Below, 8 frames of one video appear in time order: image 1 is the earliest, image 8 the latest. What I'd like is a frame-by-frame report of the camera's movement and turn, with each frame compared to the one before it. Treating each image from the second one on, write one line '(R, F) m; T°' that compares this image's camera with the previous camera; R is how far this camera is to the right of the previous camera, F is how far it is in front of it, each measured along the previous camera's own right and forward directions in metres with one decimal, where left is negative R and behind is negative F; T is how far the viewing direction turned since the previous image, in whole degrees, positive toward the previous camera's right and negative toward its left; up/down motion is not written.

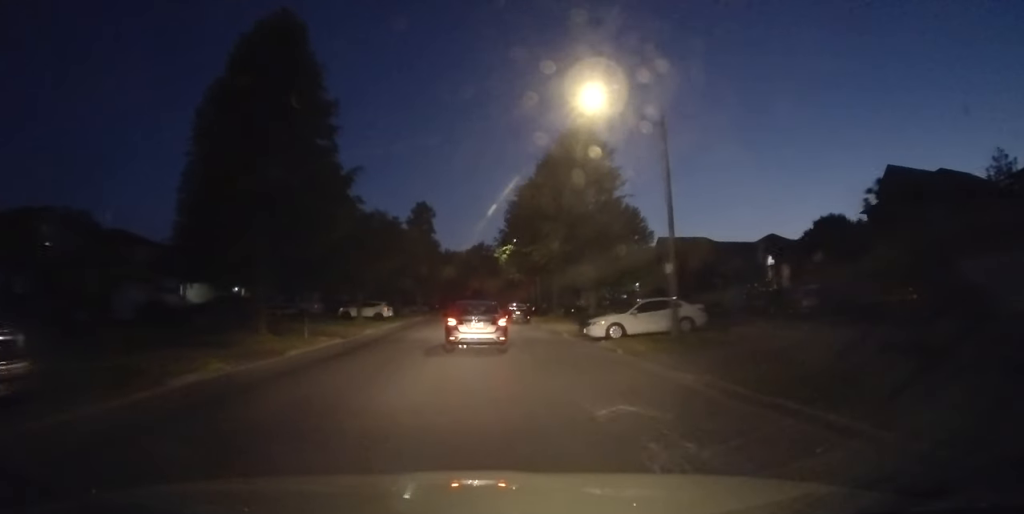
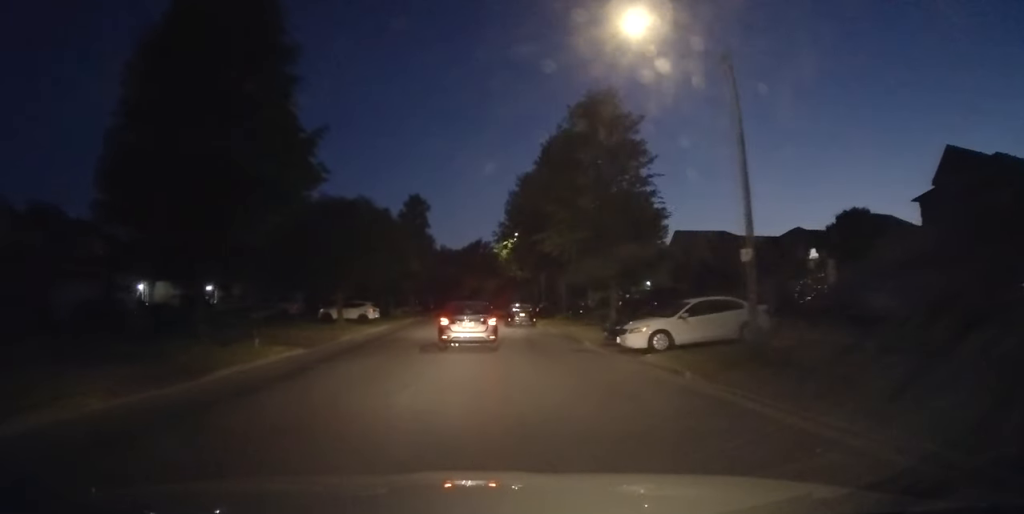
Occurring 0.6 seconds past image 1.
(0.0, +5.6) m; +1°
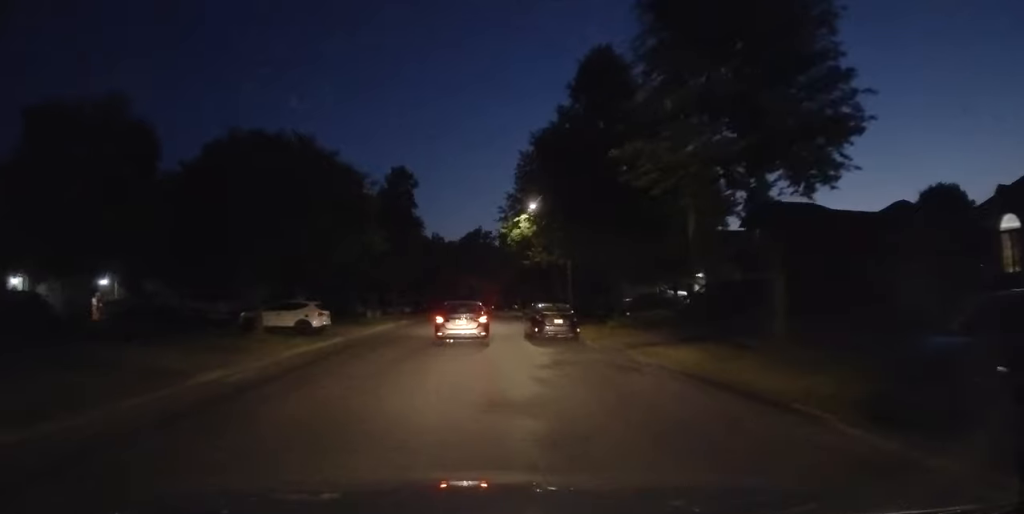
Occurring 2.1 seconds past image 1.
(+0.3, +15.5) m; +2°
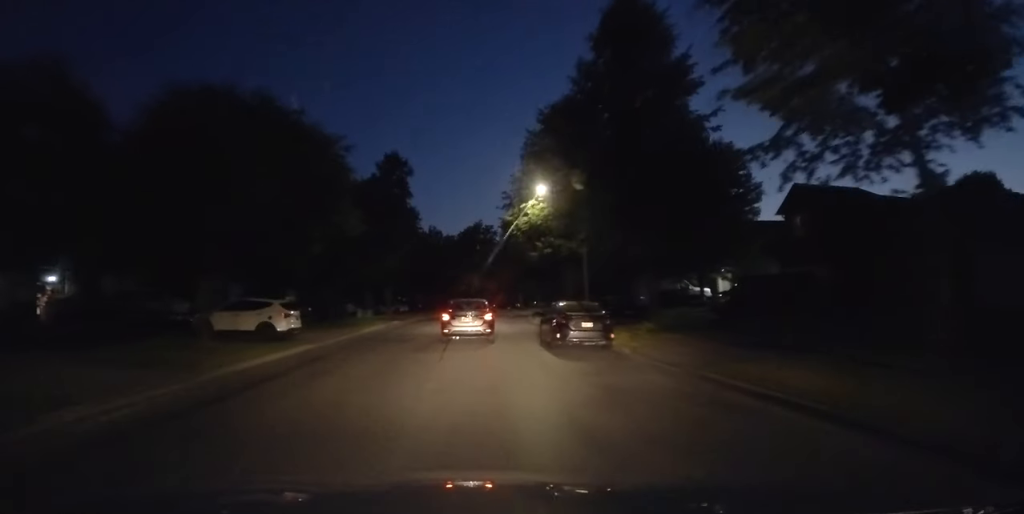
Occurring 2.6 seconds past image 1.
(0.0, +5.2) m; +1°
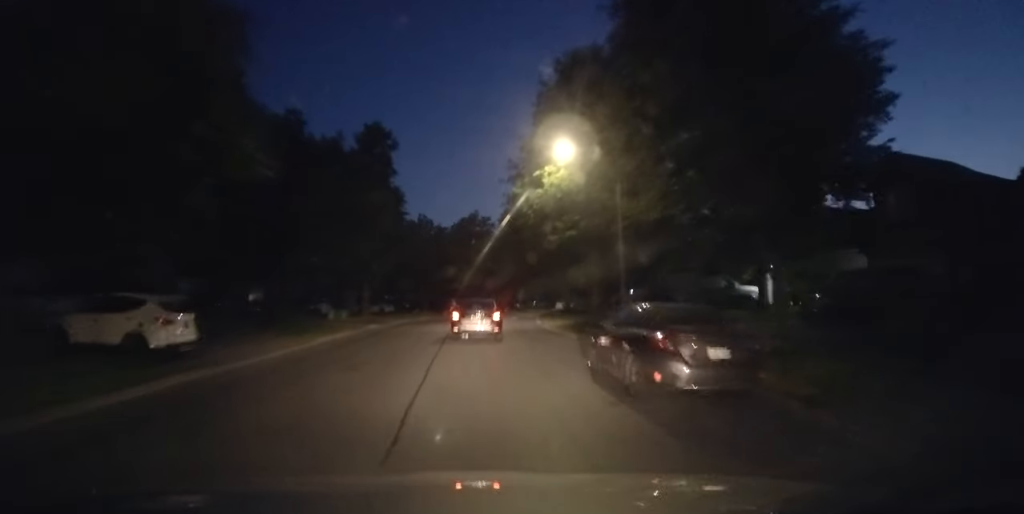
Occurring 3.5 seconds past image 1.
(+0.1, +9.2) m; +2°
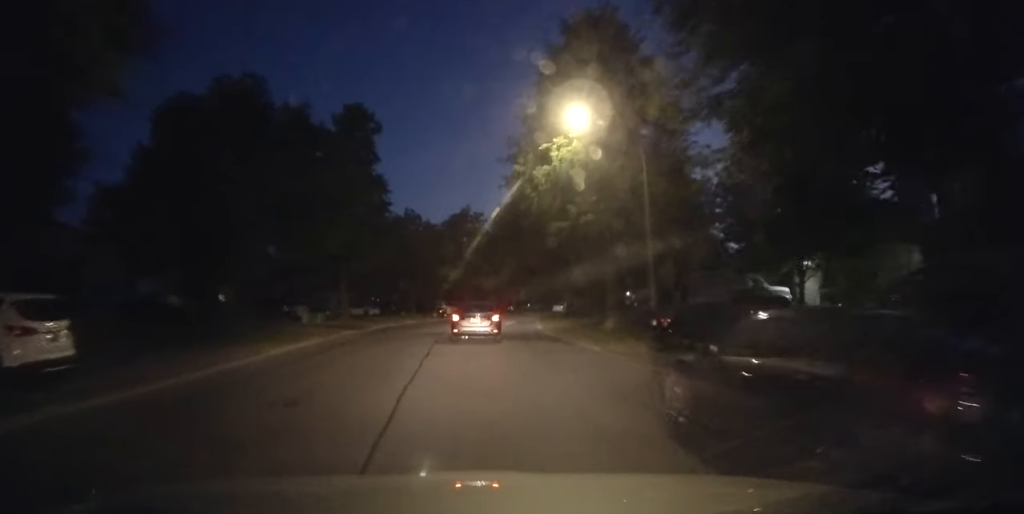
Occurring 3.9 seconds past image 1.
(+0.1, +4.7) m; +1°
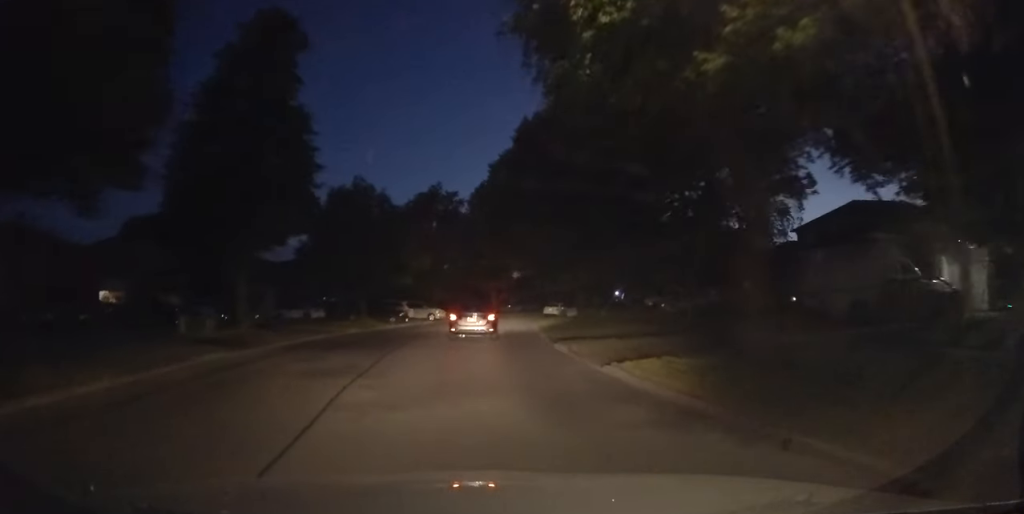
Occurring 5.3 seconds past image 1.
(+0.1, +14.2) m; 0°
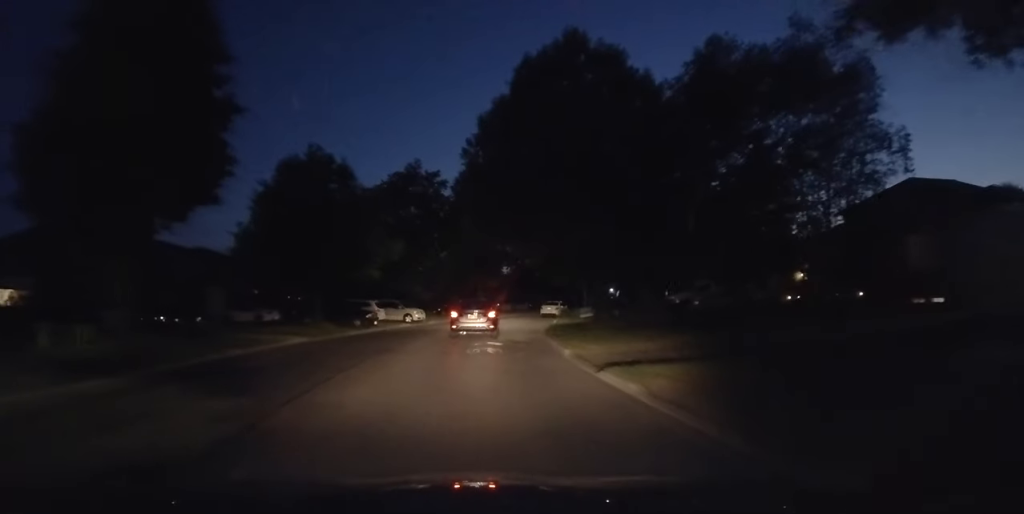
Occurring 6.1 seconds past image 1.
(0.0, +8.2) m; 0°
